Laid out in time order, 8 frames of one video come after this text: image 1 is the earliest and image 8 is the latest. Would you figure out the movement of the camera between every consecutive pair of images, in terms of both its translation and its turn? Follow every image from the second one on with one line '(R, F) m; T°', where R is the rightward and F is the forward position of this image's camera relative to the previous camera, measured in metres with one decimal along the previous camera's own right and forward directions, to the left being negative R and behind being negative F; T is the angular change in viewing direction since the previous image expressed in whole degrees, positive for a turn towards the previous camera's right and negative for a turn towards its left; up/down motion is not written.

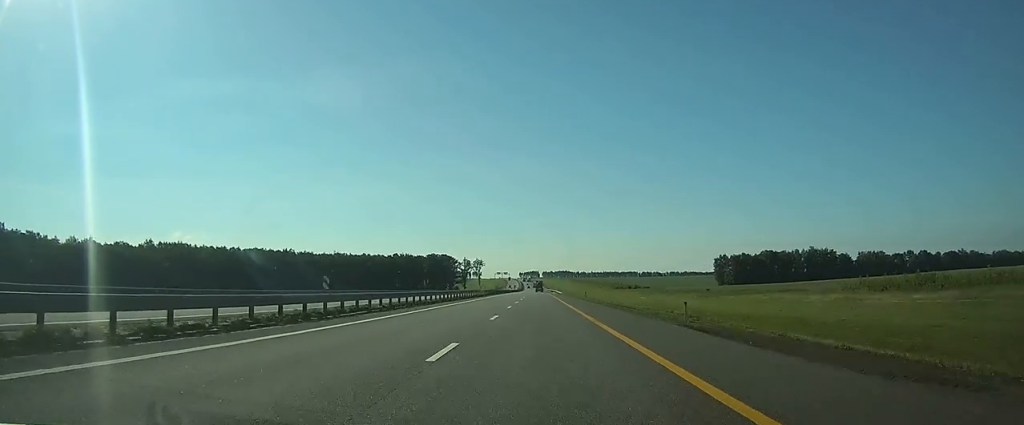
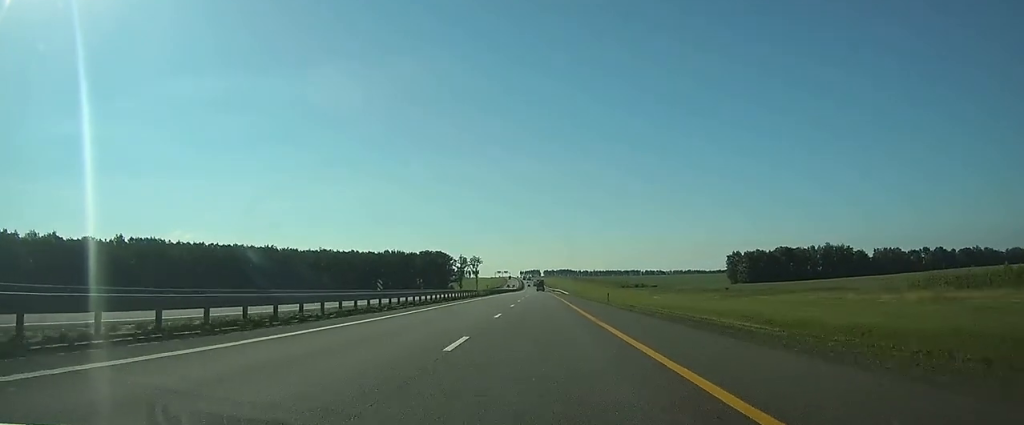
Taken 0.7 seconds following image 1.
(0.0, +22.4) m; 0°
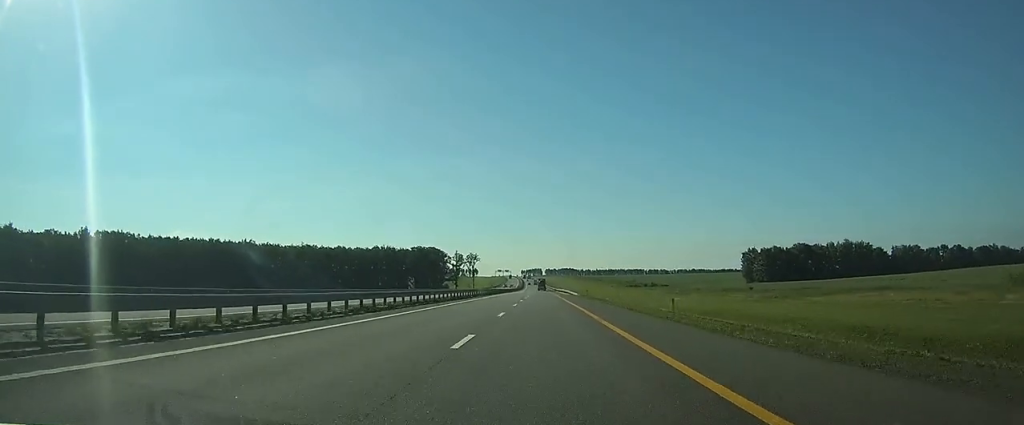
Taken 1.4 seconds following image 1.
(0.0, +23.5) m; 0°
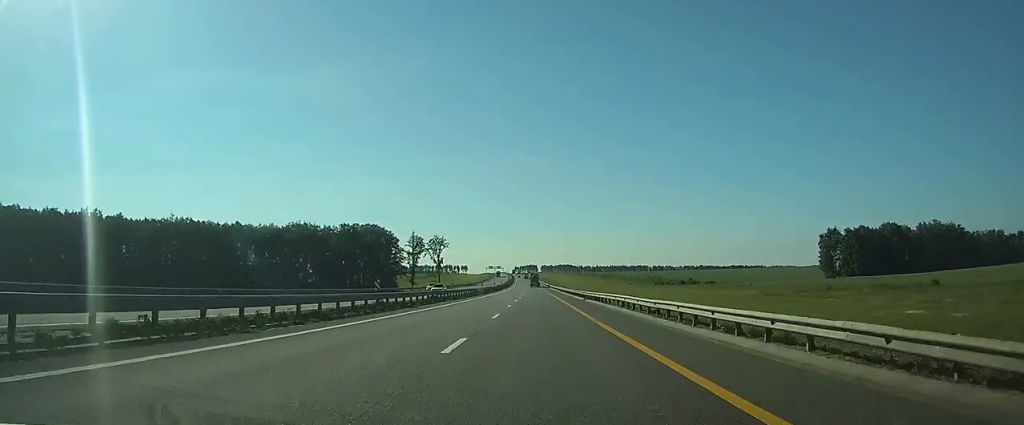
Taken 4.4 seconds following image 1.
(+0.4, +95.8) m; 0°
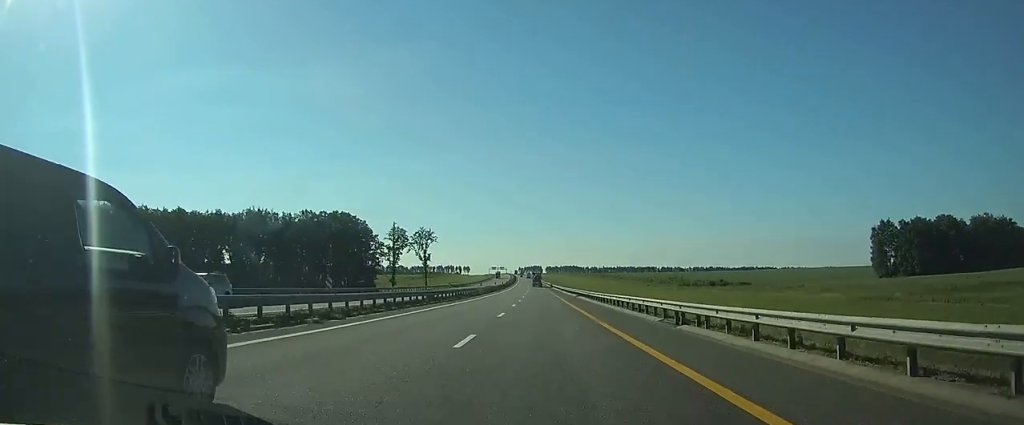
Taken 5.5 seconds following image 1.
(0.0, +34.6) m; 0°
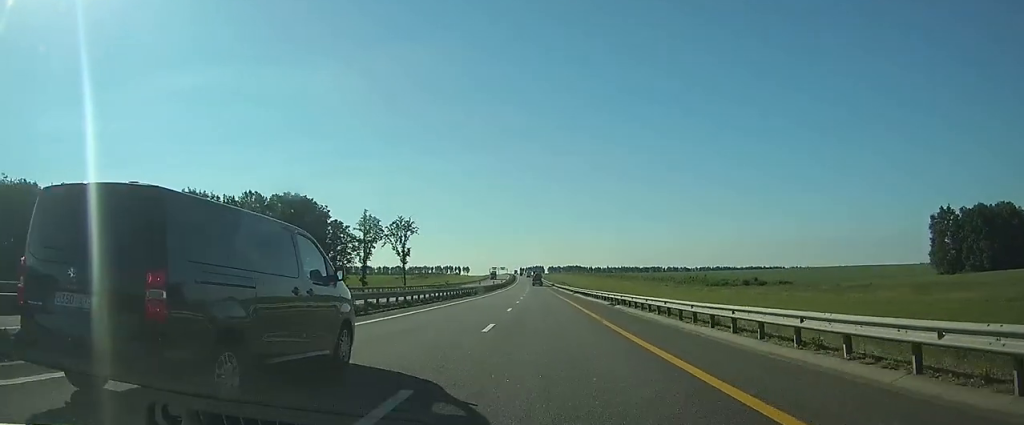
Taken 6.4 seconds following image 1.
(-0.1, +31.5) m; 0°
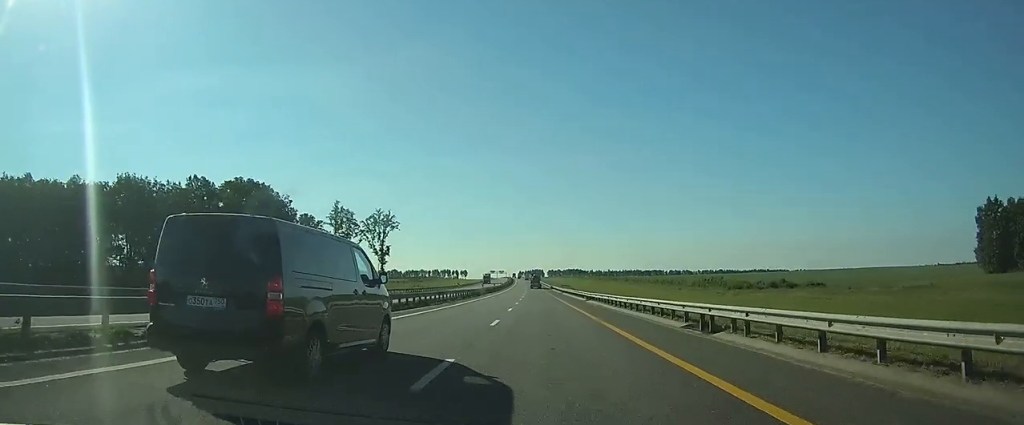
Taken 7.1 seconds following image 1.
(0.0, +20.8) m; 0°
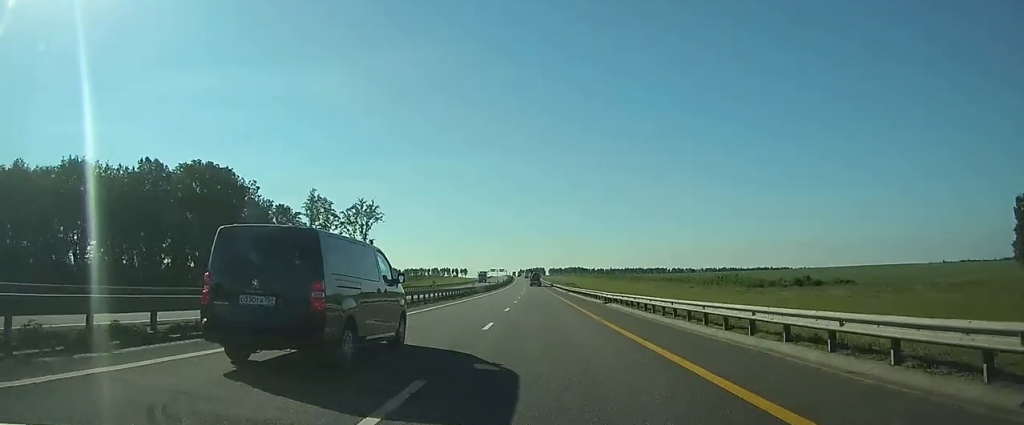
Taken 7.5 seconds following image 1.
(0.0, +14.2) m; 0°
